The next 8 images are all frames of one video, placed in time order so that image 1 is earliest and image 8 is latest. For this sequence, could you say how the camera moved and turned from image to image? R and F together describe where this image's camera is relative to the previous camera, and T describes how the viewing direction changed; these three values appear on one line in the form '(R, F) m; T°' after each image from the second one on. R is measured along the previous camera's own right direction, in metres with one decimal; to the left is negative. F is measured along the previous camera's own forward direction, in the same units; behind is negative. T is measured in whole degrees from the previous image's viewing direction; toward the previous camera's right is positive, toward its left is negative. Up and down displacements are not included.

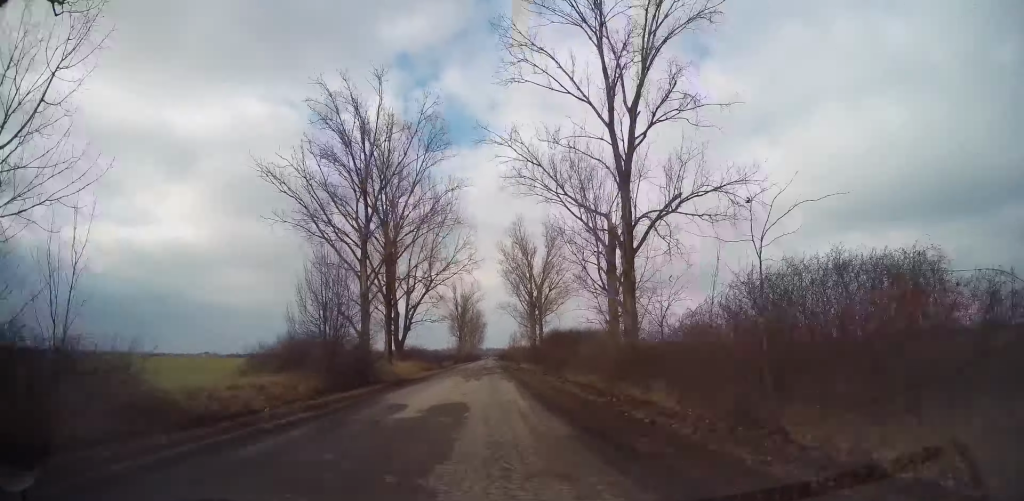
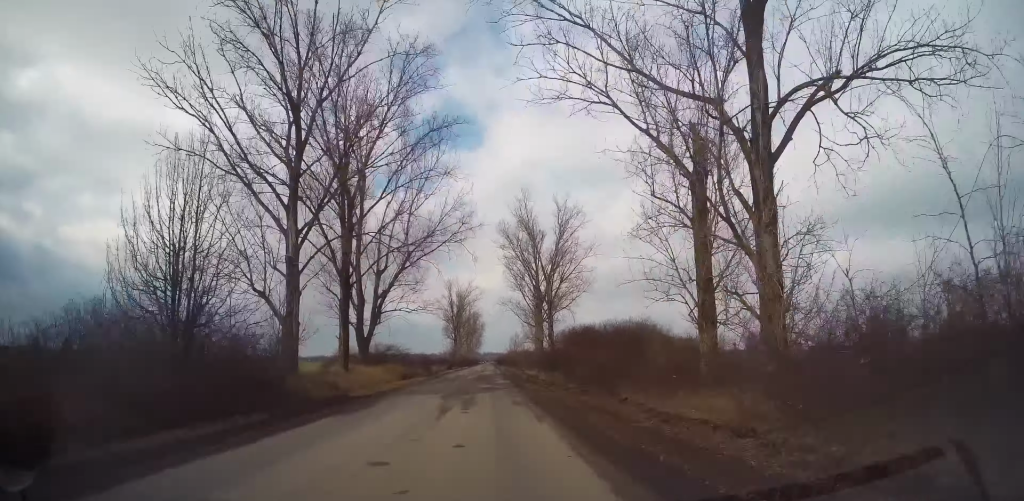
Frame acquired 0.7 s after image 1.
(+0.4, +14.1) m; 0°
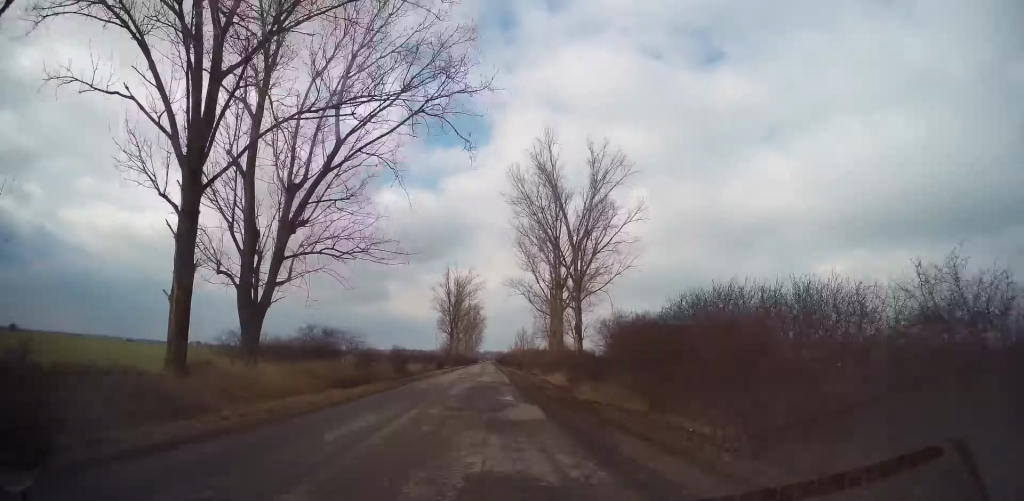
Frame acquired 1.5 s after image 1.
(-0.2, +18.4) m; 0°
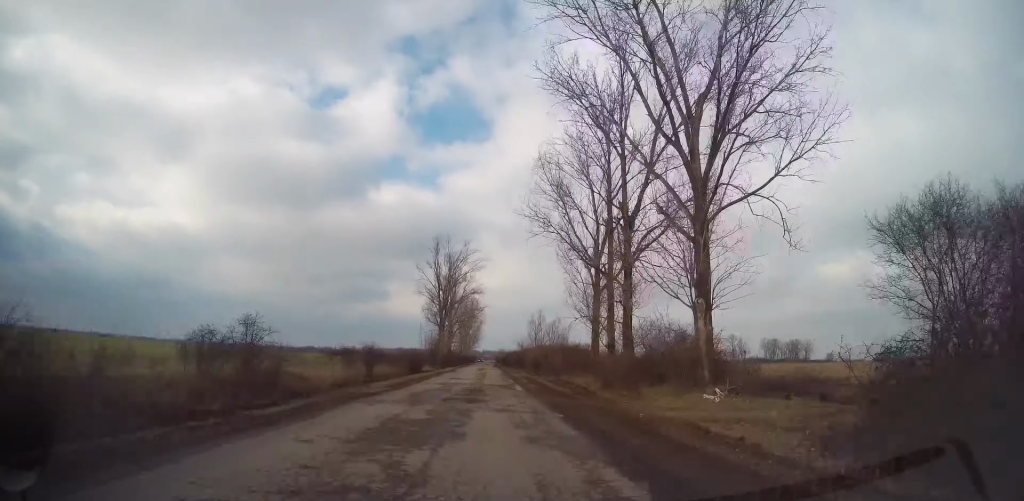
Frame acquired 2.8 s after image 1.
(0.0, +27.0) m; +1°
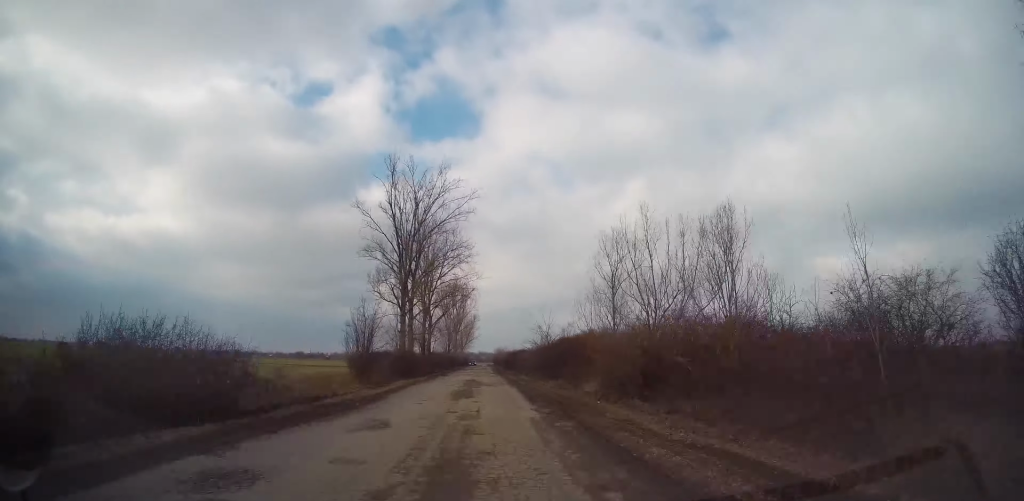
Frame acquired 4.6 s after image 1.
(+0.5, +38.7) m; 0°
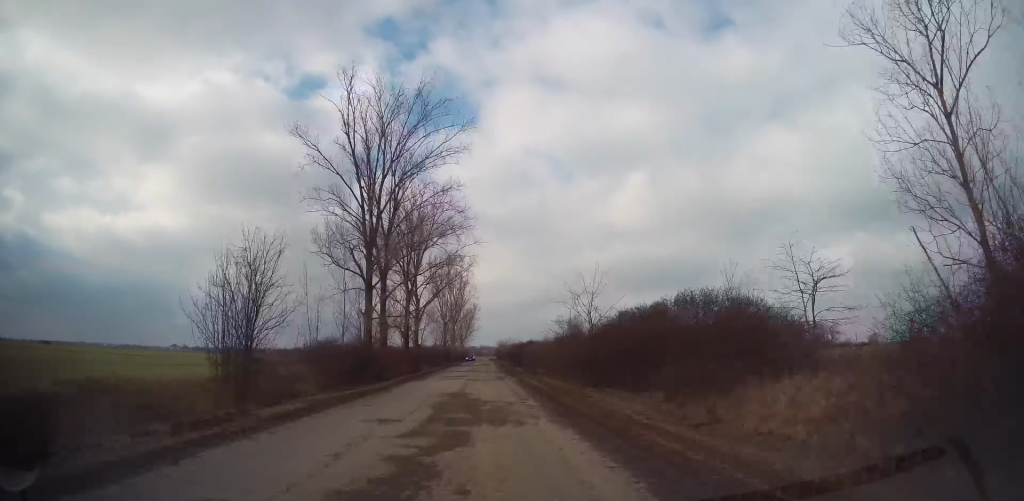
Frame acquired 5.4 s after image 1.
(-0.1, +17.4) m; -1°
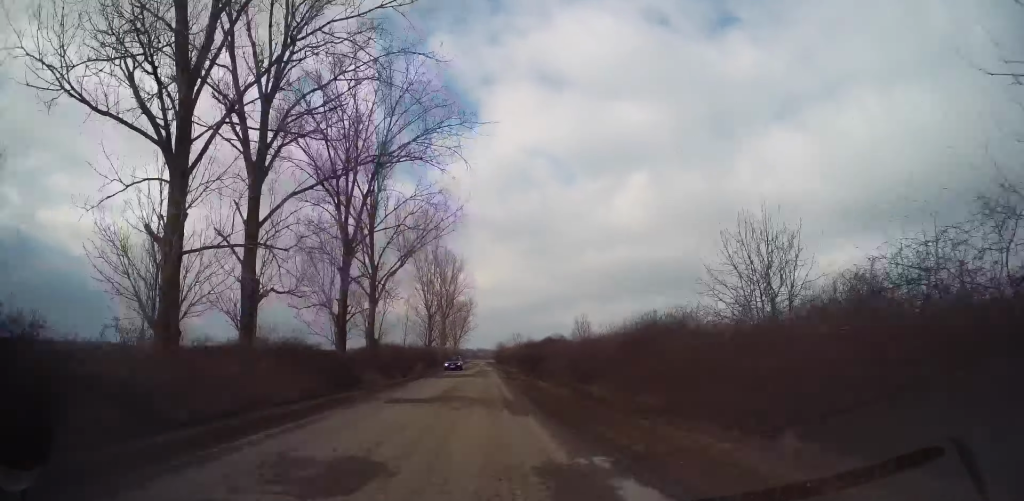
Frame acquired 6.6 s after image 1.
(-0.2, +26.1) m; +1°
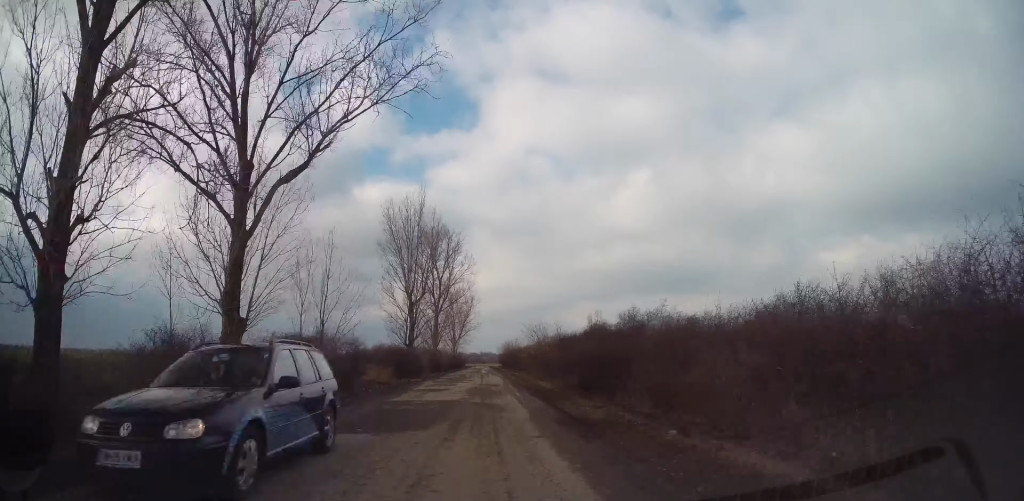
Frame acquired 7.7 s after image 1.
(+0.6, +23.8) m; 0°
